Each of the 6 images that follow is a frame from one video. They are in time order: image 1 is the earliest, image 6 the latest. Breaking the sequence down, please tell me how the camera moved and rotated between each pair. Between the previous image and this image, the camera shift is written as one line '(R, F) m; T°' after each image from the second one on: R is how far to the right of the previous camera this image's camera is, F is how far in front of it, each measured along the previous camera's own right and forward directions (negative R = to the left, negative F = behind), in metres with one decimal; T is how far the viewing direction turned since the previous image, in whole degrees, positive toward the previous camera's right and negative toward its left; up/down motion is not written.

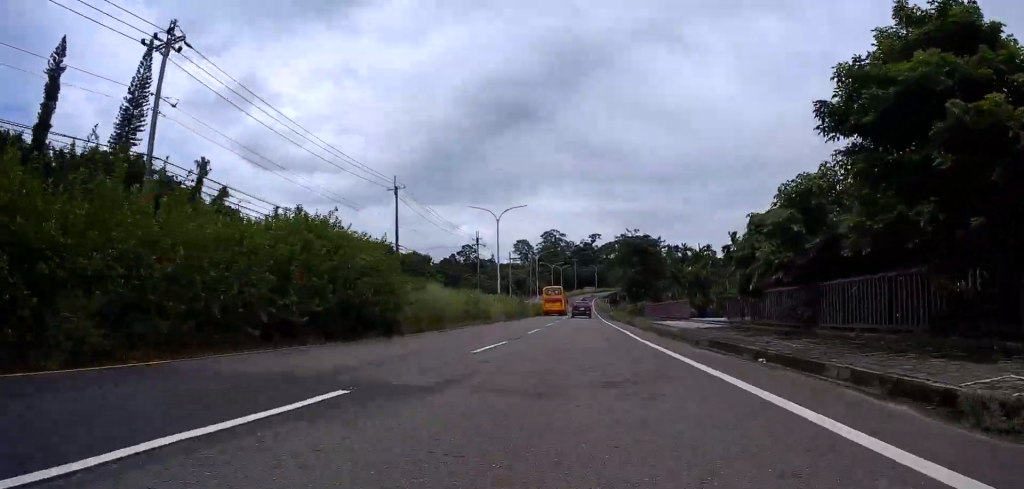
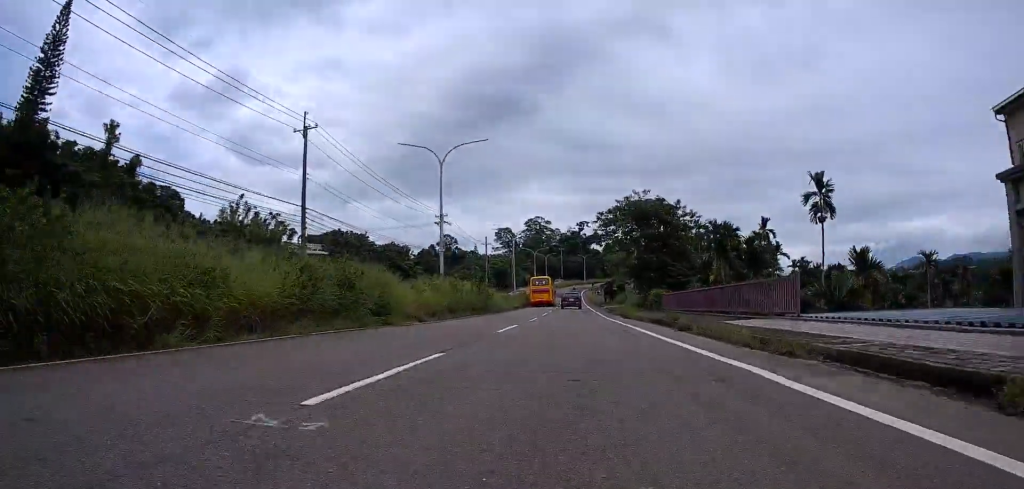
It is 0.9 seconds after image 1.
(0.0, +16.7) m; 0°
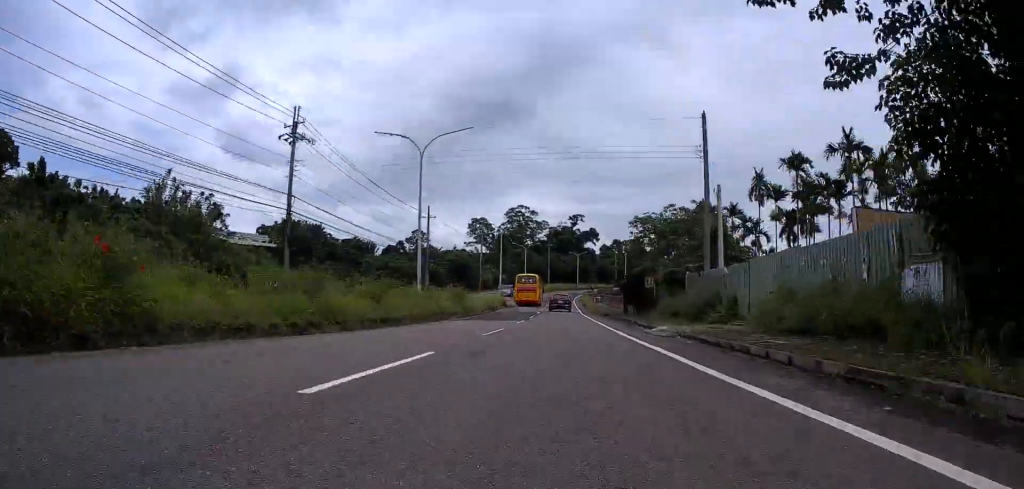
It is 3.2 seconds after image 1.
(+0.6, +39.3) m; +1°
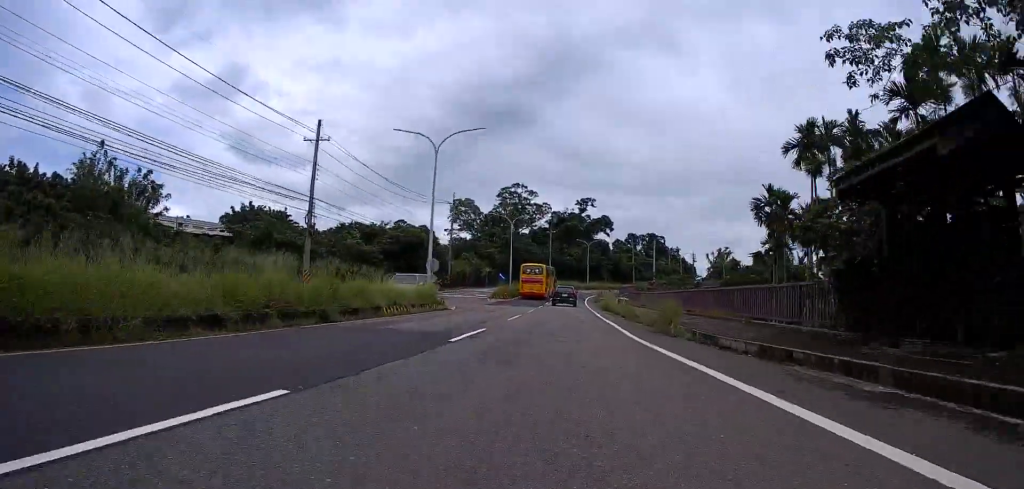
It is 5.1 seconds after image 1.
(-0.9, +33.8) m; -3°
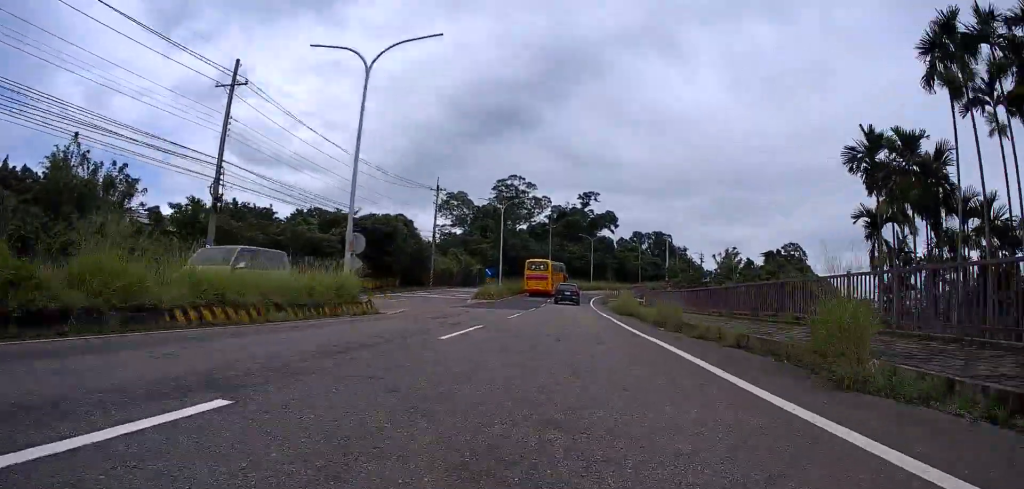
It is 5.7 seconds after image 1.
(0.0, +10.9) m; +1°
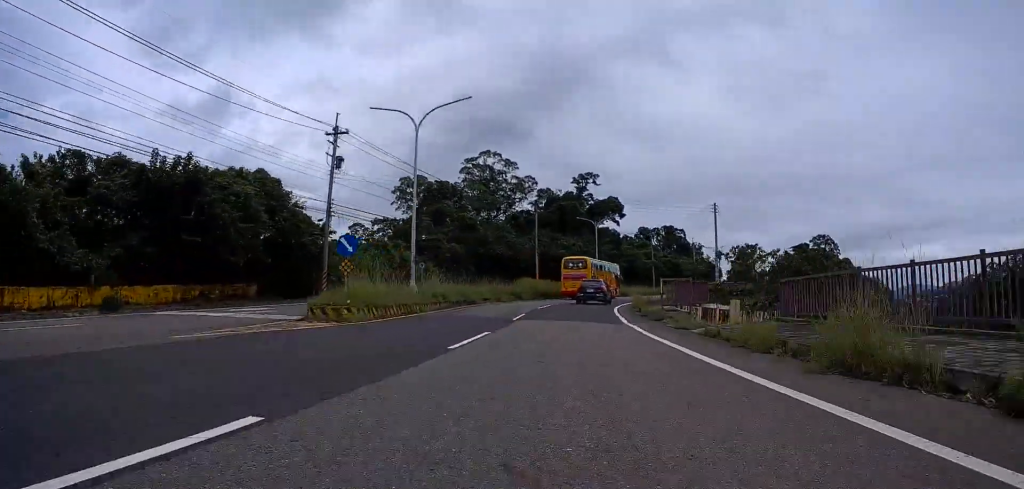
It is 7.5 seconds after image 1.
(+2.9, +29.0) m; +10°
